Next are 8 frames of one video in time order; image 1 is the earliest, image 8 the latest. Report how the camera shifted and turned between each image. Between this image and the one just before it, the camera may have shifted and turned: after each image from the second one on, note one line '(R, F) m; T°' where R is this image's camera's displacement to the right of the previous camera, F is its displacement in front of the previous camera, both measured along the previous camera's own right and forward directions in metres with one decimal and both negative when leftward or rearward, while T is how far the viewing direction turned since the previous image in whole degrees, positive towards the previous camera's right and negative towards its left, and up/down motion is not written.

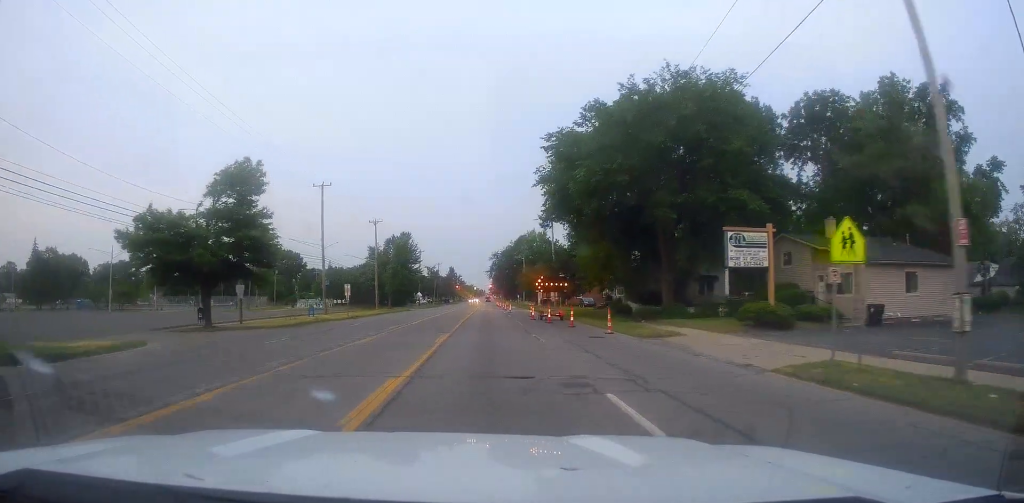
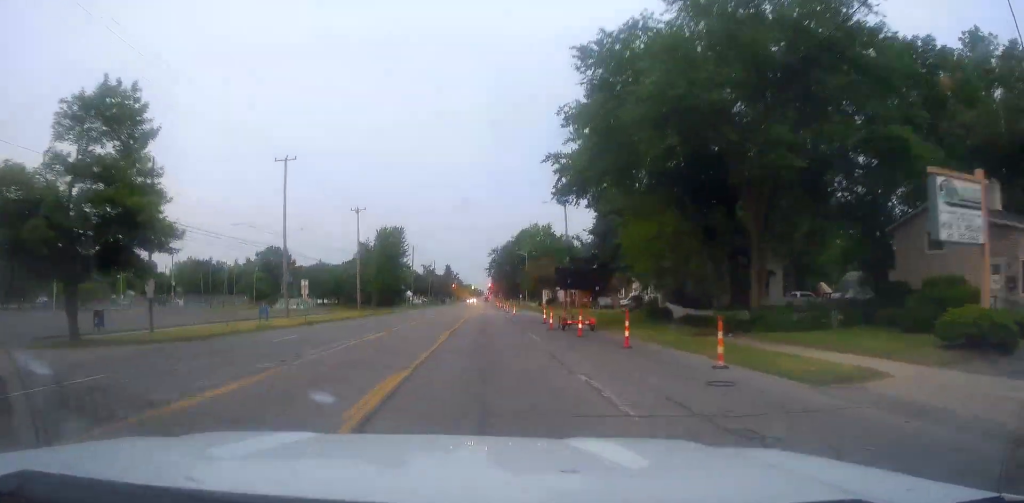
(+0.3, +14.0) m; +1°
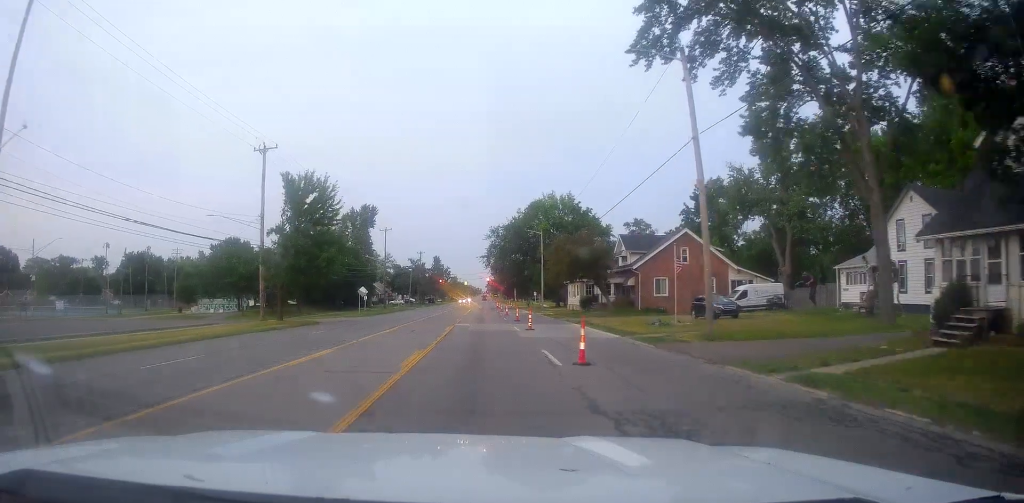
(+0.3, +41.9) m; 0°
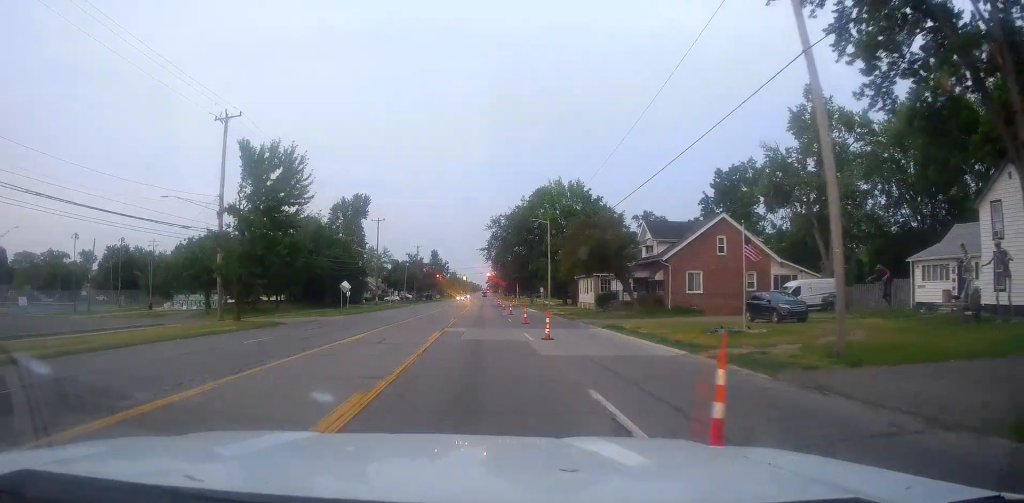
(0.0, +9.4) m; -1°
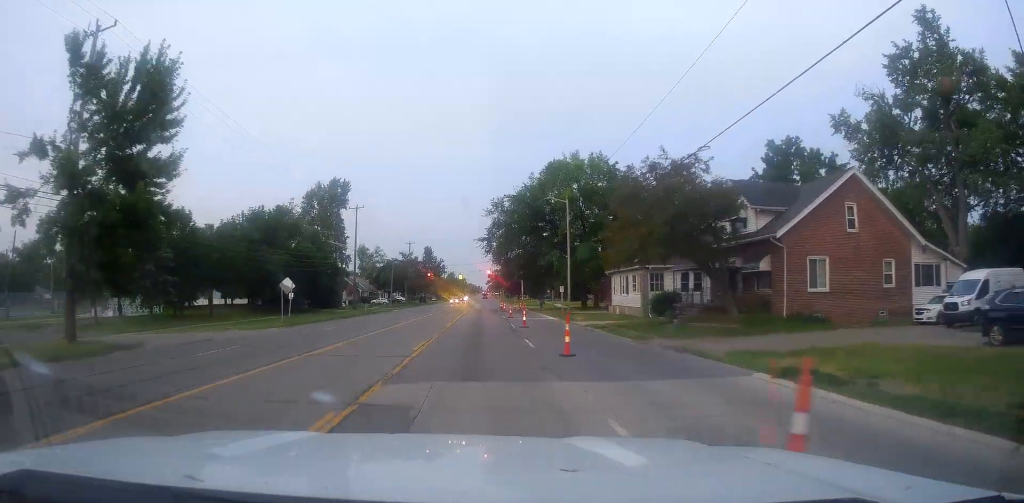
(-0.4, +19.0) m; +1°
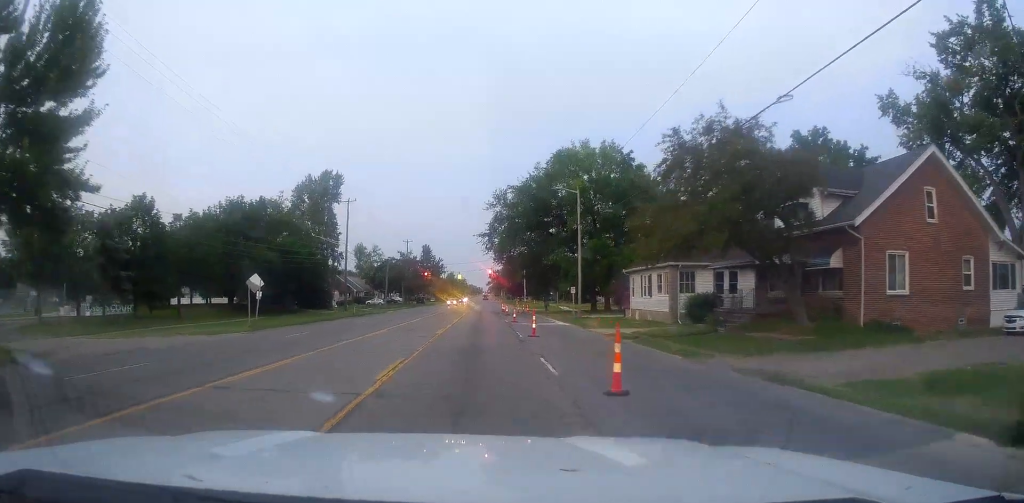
(+0.2, +6.7) m; +1°
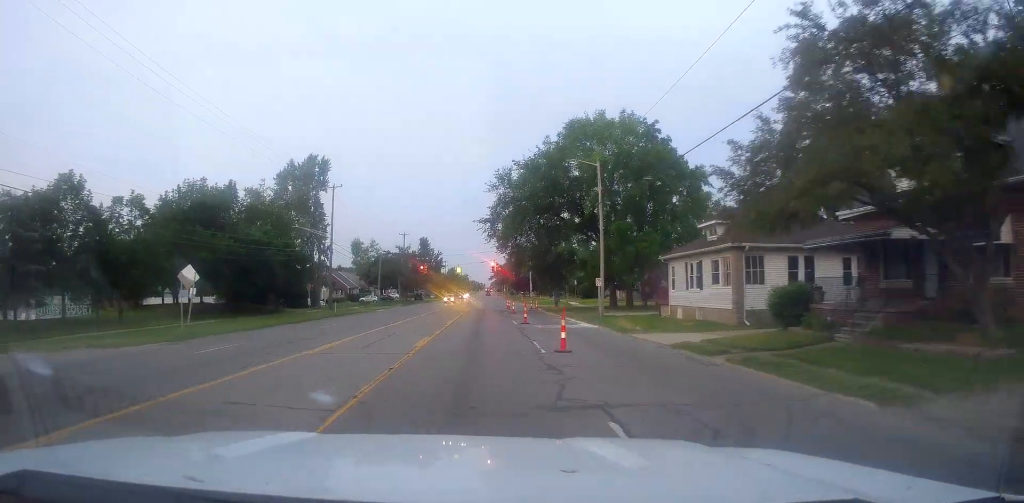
(+0.1, +9.6) m; -1°
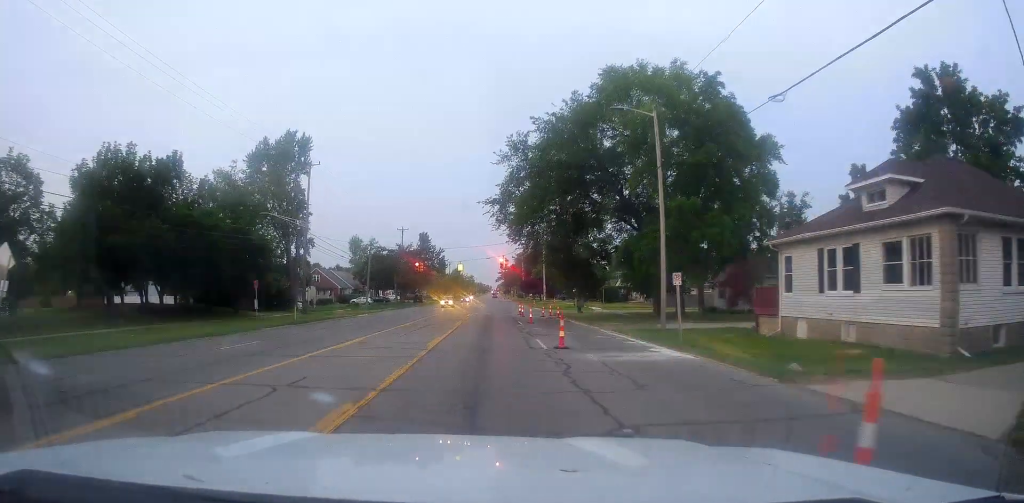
(-0.3, +14.3) m; -2°
